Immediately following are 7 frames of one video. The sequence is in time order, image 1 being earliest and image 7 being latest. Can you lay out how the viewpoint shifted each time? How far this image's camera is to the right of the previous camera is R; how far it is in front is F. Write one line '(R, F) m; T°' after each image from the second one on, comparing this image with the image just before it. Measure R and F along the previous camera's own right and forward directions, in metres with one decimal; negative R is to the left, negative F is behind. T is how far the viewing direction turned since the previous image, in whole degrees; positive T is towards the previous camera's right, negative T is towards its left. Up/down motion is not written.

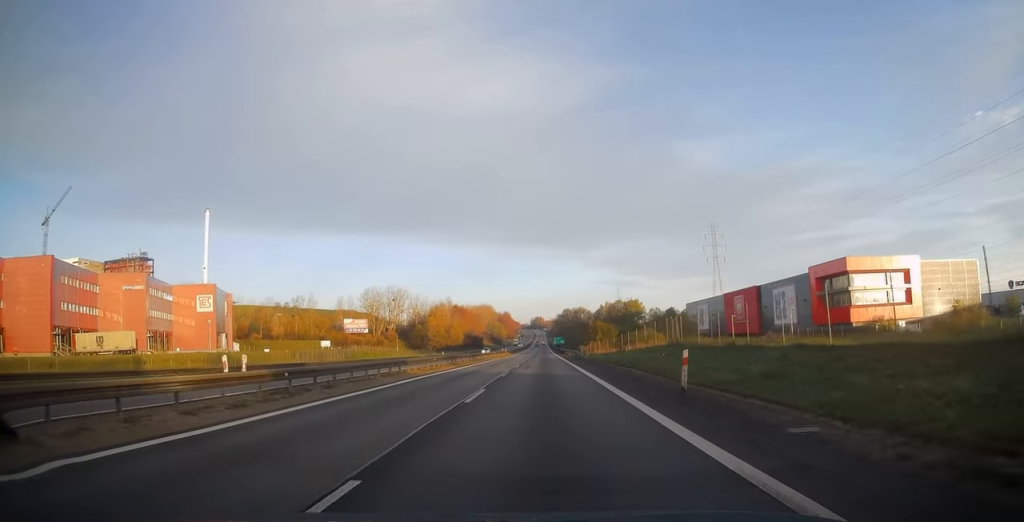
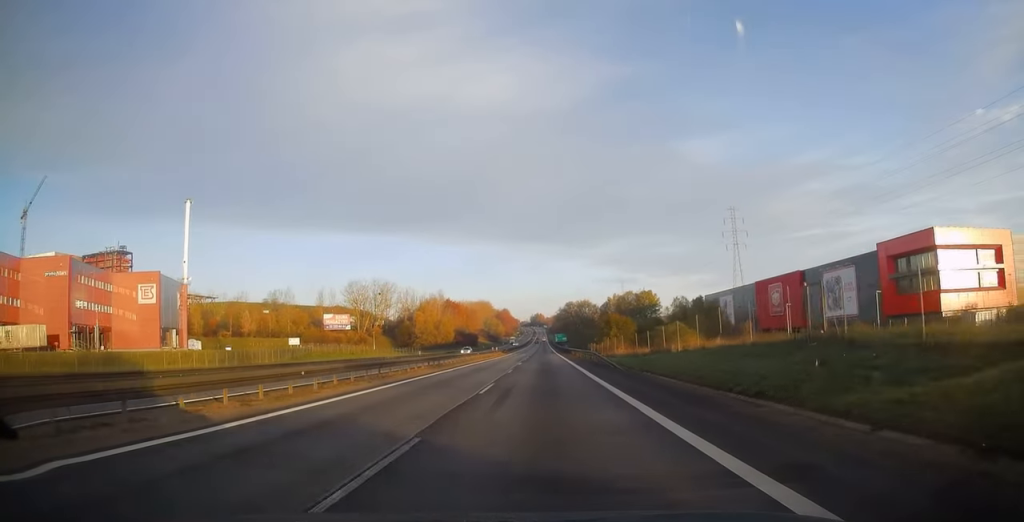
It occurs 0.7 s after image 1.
(0.0, +21.9) m; 0°
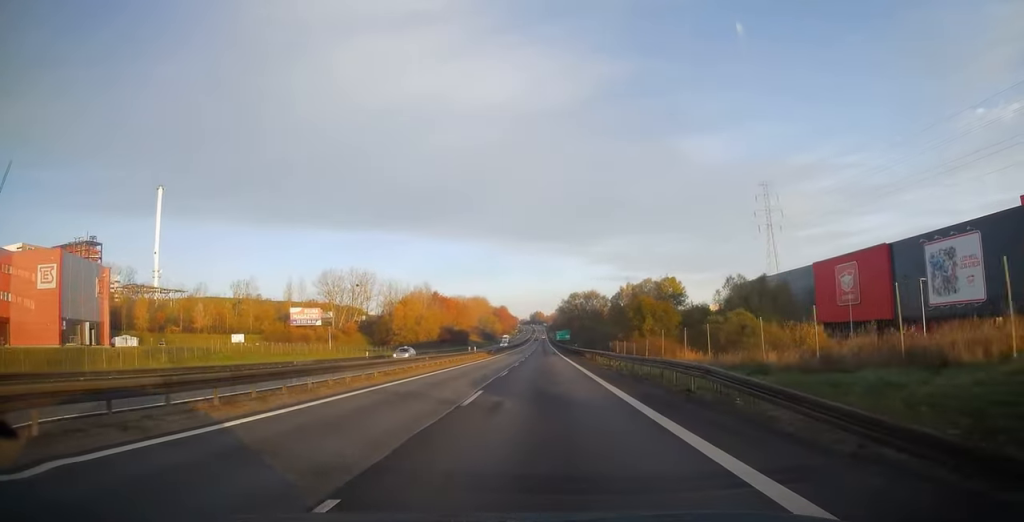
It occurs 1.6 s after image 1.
(0.0, +28.4) m; 0°
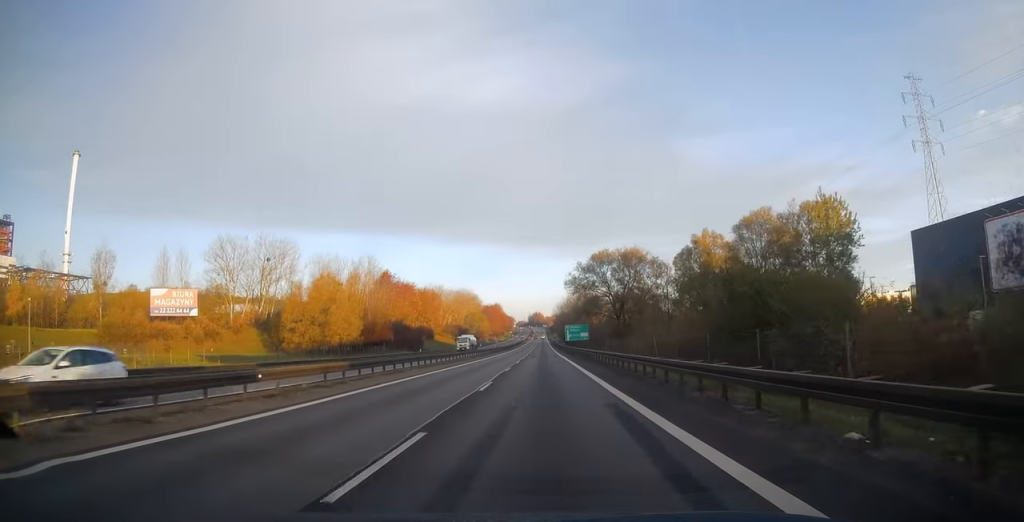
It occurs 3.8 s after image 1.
(-0.1, +70.2) m; 0°
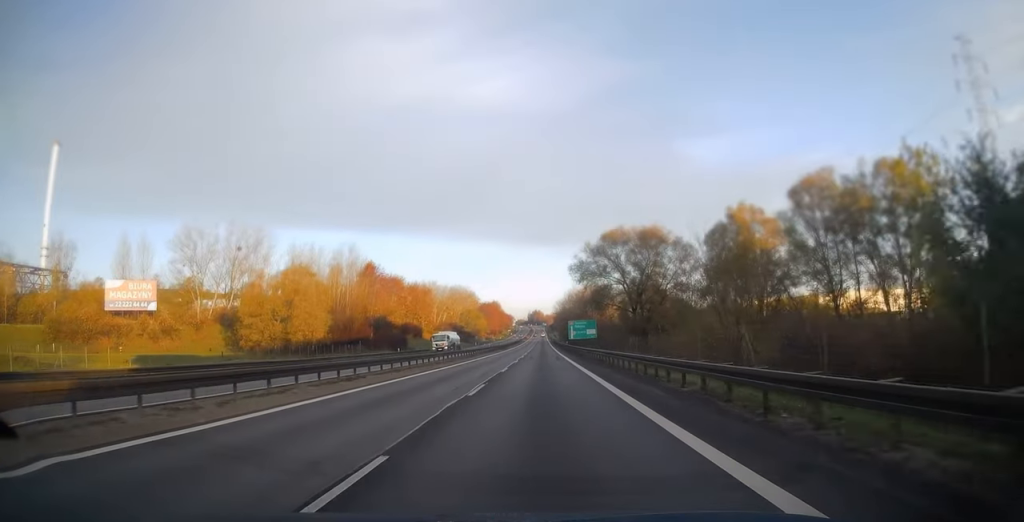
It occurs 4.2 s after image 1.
(0.0, +14.5) m; 0°
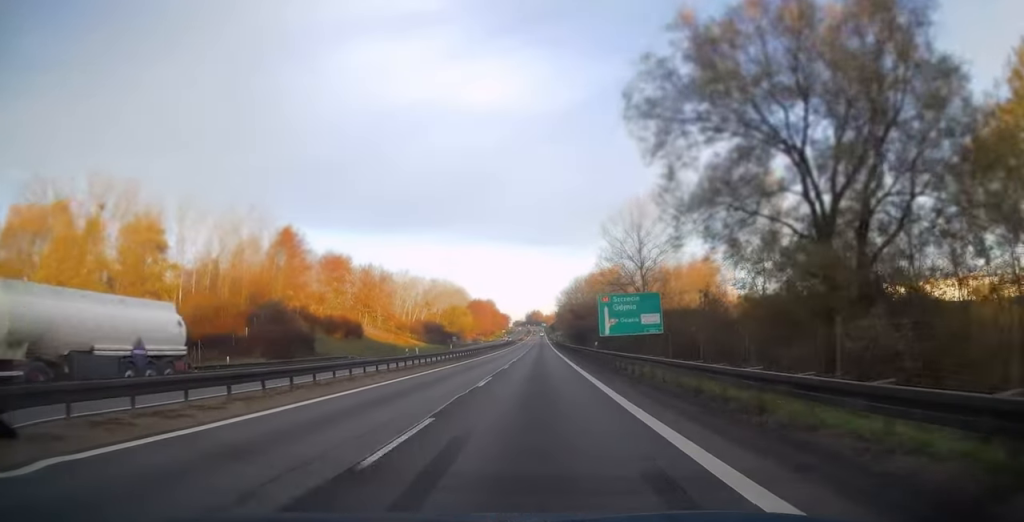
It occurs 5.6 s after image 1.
(0.0, +46.1) m; 0°
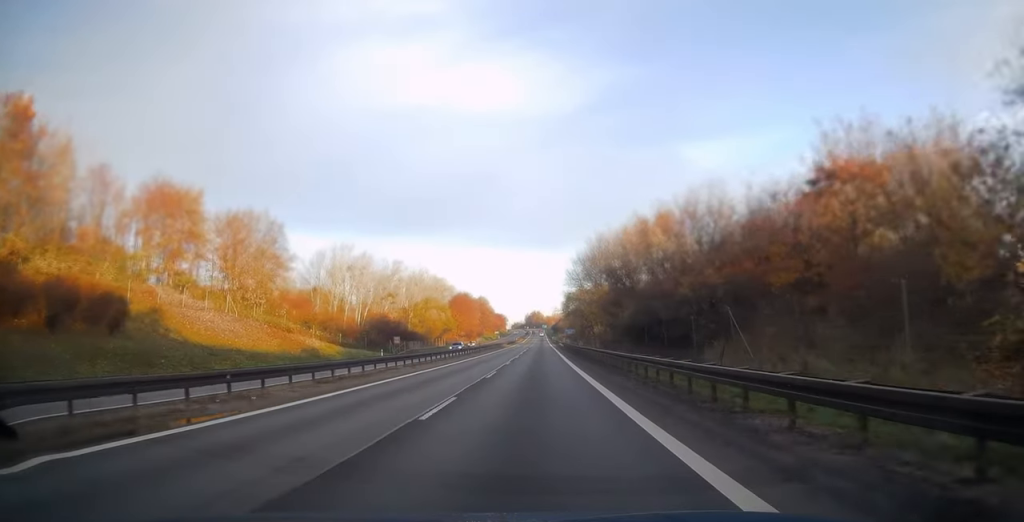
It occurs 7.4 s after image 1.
(0.0, +57.9) m; 0°
